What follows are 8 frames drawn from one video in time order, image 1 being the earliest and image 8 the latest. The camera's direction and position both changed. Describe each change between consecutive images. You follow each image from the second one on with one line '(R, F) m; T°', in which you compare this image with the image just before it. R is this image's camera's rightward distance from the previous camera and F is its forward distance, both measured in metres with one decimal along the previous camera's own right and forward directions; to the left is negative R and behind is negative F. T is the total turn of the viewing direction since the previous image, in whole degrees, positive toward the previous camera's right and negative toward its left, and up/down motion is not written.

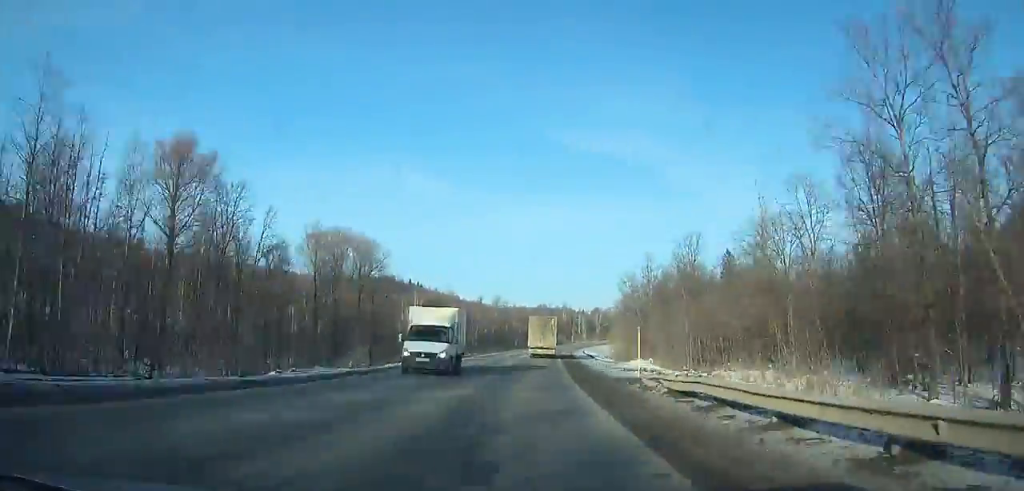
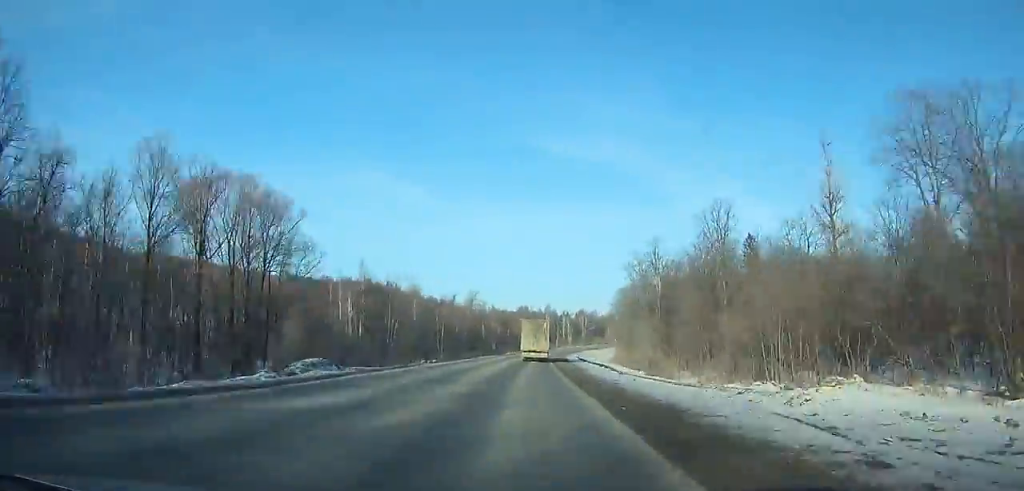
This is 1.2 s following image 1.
(+1.1, +26.4) m; +2°
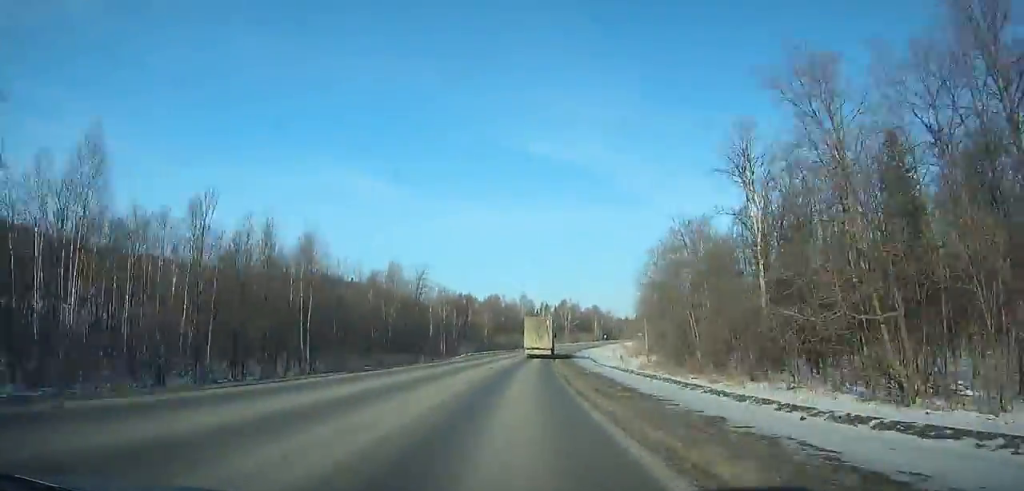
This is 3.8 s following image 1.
(+2.0, +57.4) m; +4°
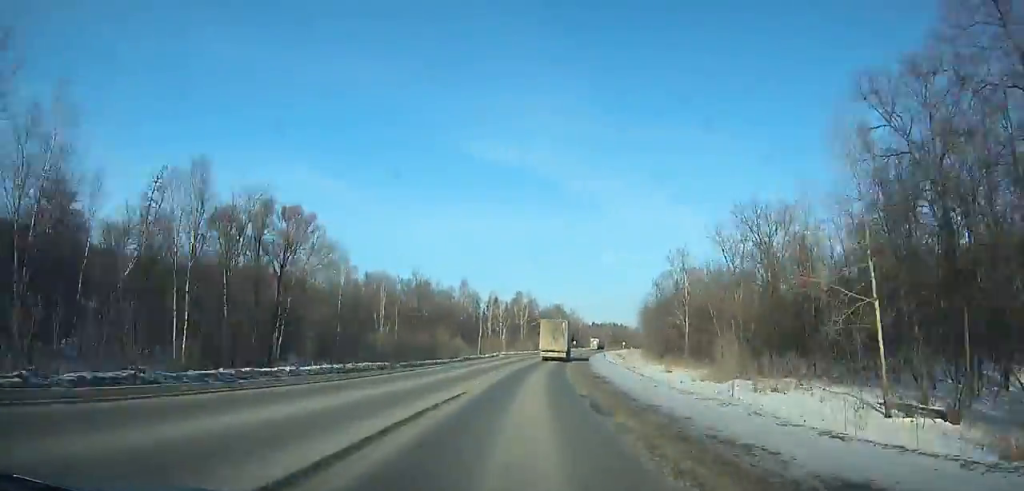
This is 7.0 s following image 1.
(+3.0, +71.6) m; +5°
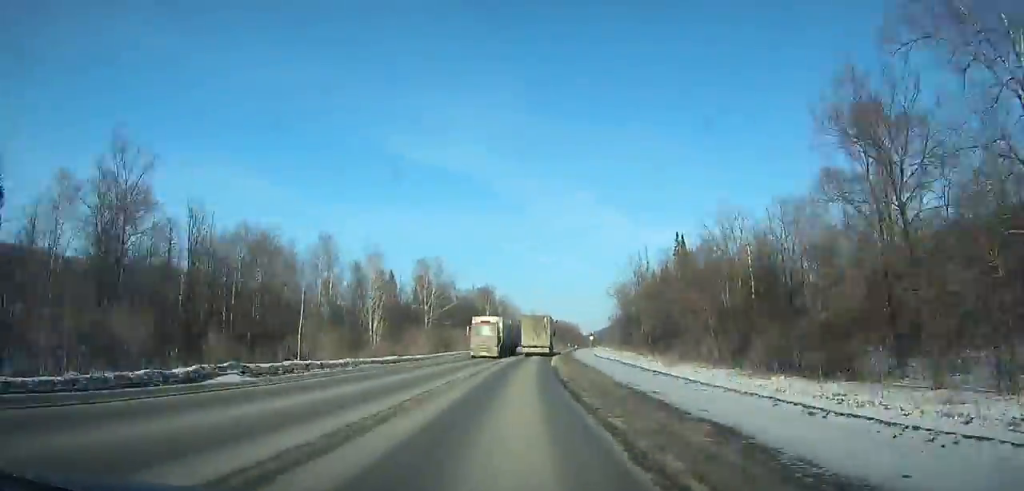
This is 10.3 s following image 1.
(+4.0, +74.8) m; +6°
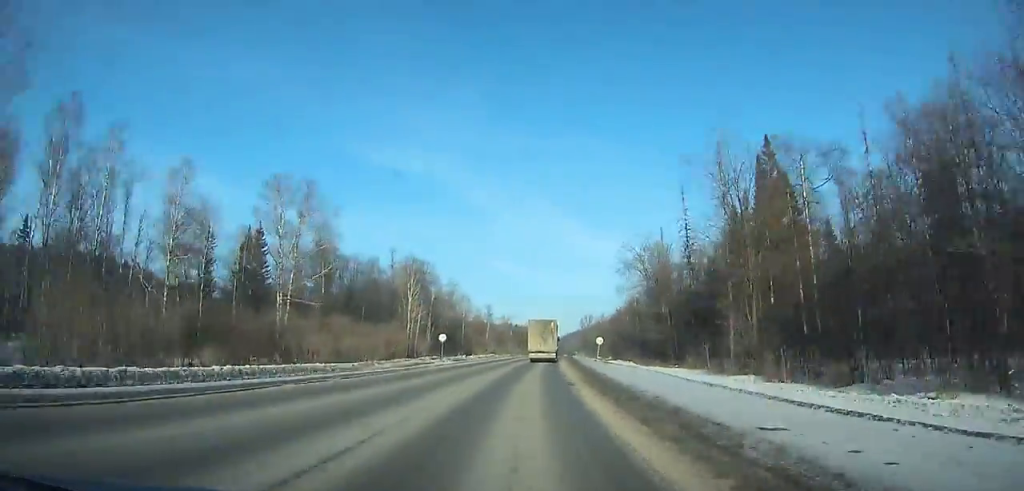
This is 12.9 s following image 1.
(+2.2, +59.5) m; +4°
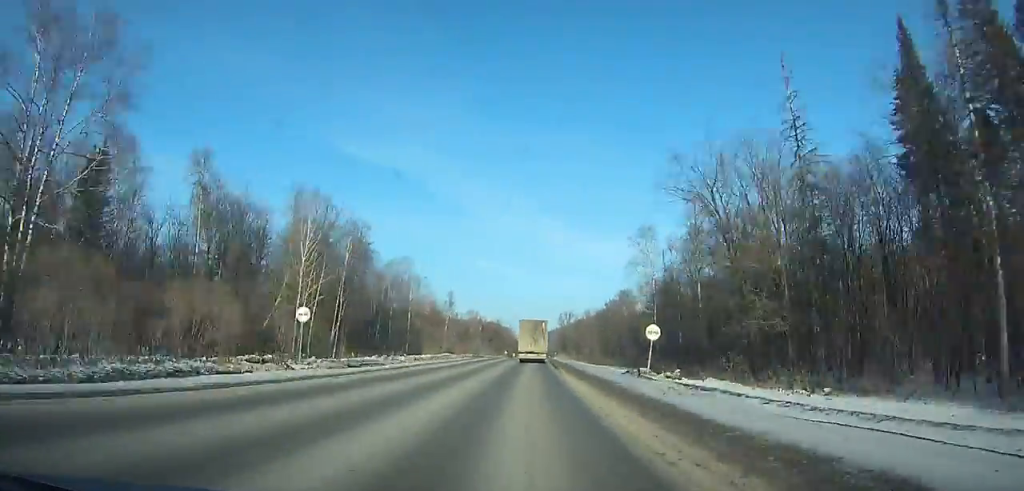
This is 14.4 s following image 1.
(+0.7, +34.6) m; +2°
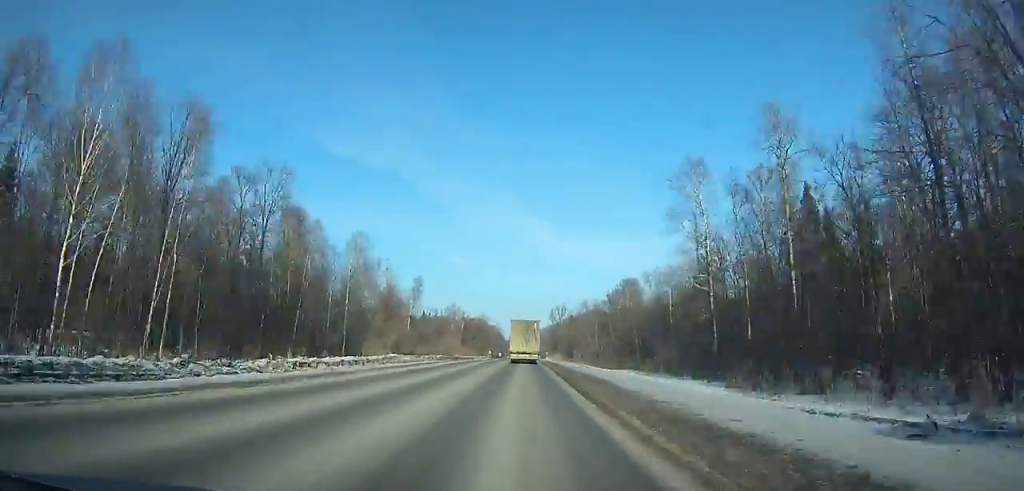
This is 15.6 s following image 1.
(+0.4, +27.7) m; +1°
